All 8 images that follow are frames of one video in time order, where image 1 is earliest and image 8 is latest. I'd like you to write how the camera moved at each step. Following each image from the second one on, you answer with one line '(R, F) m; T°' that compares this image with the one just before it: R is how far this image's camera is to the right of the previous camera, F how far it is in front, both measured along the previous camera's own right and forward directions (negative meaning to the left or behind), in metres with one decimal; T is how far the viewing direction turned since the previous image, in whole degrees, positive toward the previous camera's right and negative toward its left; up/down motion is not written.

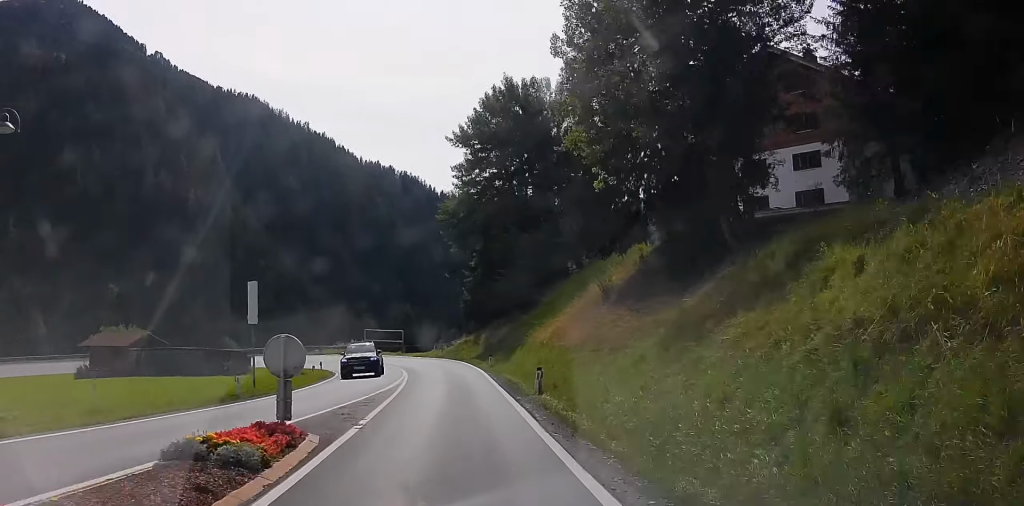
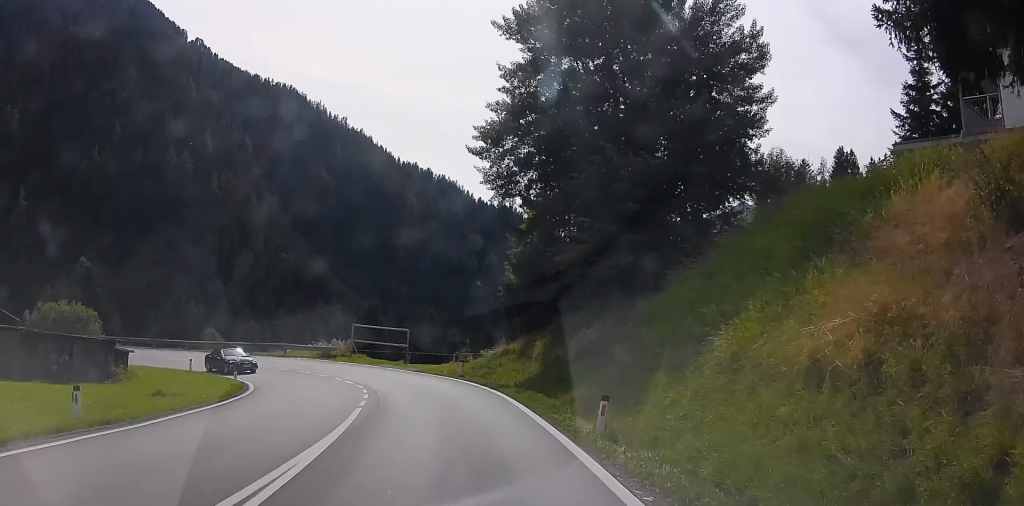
(-1.0, +25.4) m; -11°
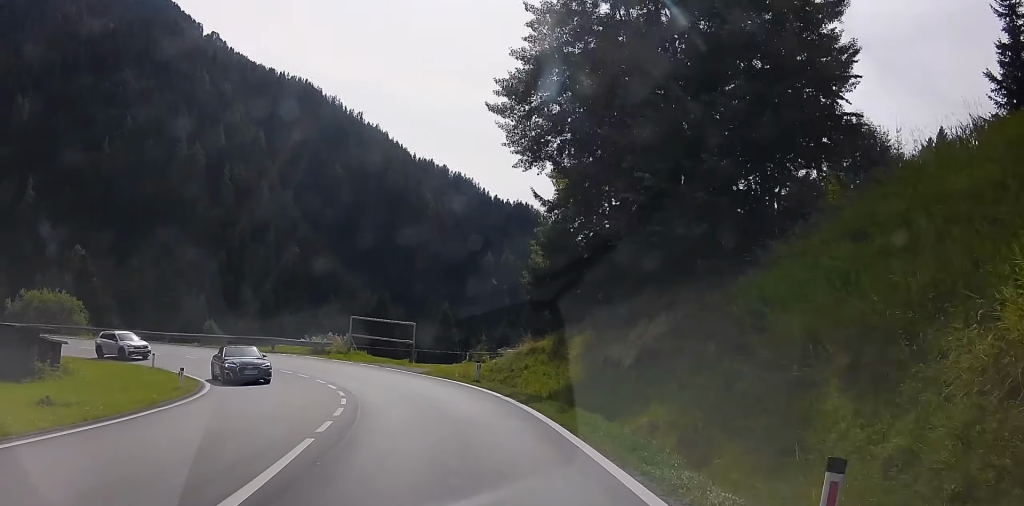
(+0.3, +7.1) m; +3°
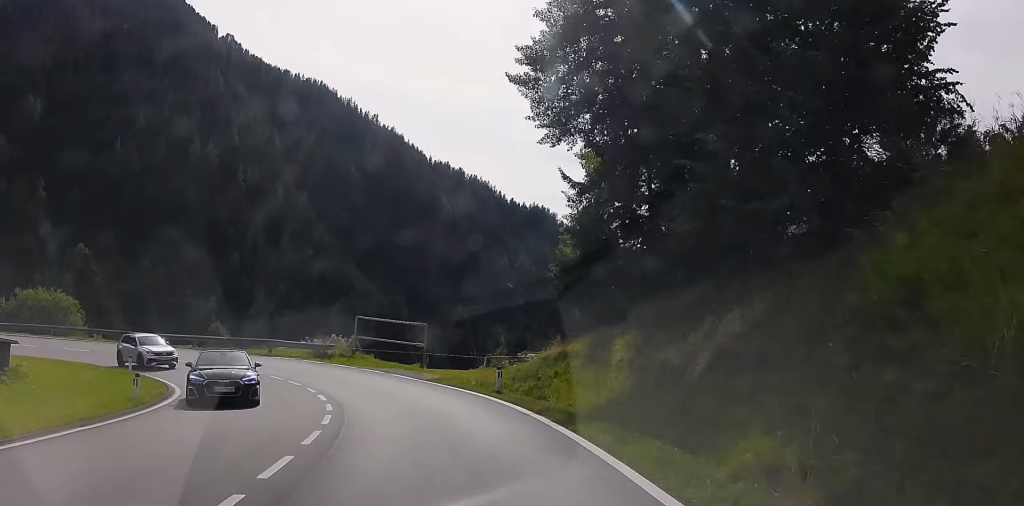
(+0.7, +4.4) m; +4°
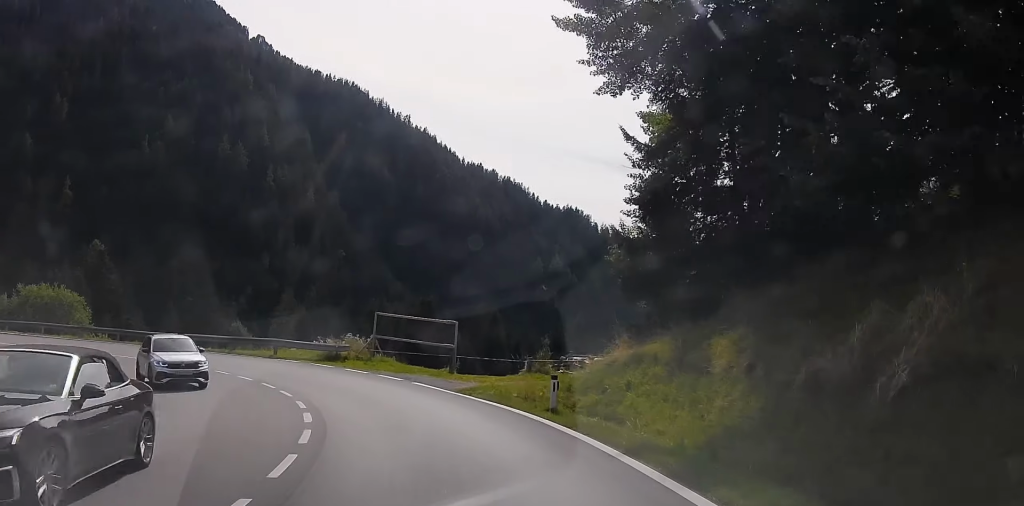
(-0.1, +5.6) m; -9°
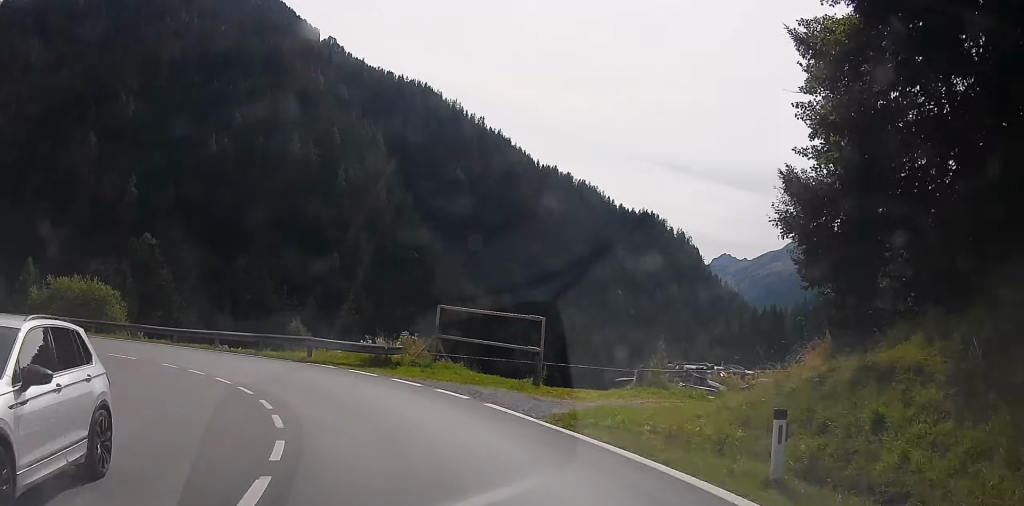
(-1.0, +7.4) m; -17°
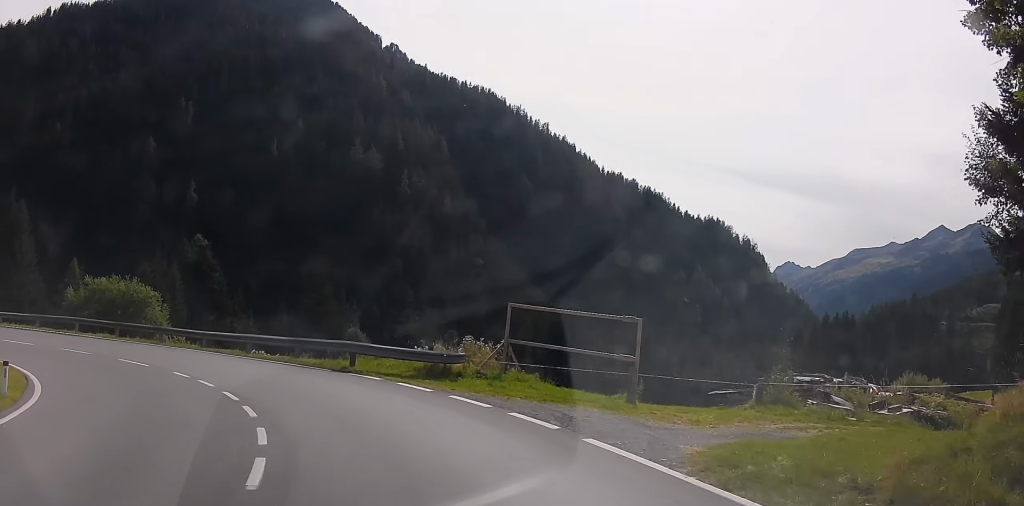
(-1.0, +4.9) m; -10°
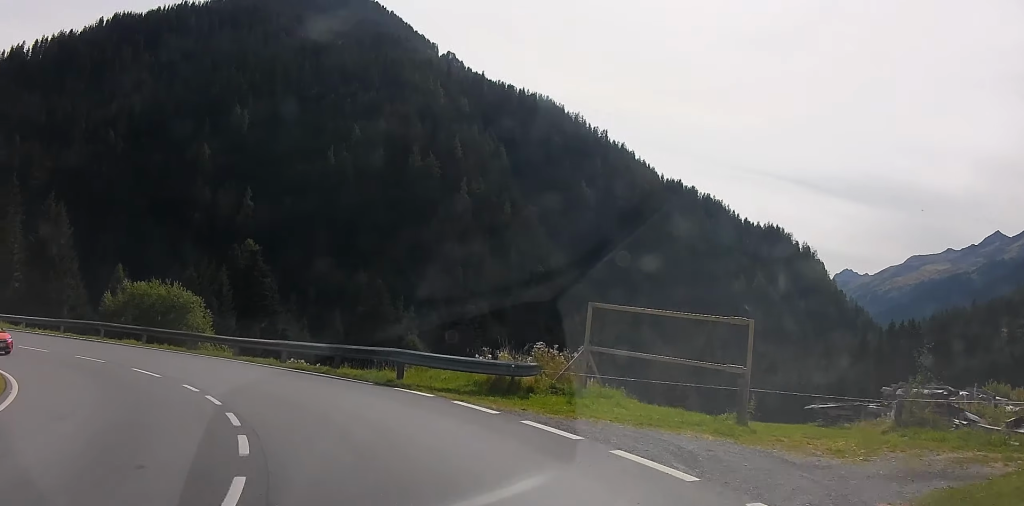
(-0.1, +3.9) m; -1°
